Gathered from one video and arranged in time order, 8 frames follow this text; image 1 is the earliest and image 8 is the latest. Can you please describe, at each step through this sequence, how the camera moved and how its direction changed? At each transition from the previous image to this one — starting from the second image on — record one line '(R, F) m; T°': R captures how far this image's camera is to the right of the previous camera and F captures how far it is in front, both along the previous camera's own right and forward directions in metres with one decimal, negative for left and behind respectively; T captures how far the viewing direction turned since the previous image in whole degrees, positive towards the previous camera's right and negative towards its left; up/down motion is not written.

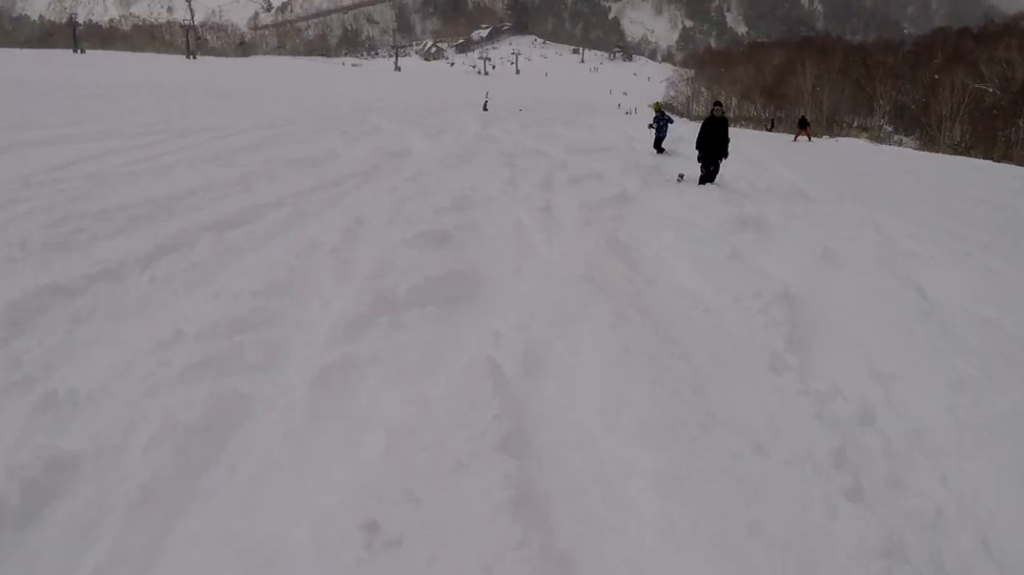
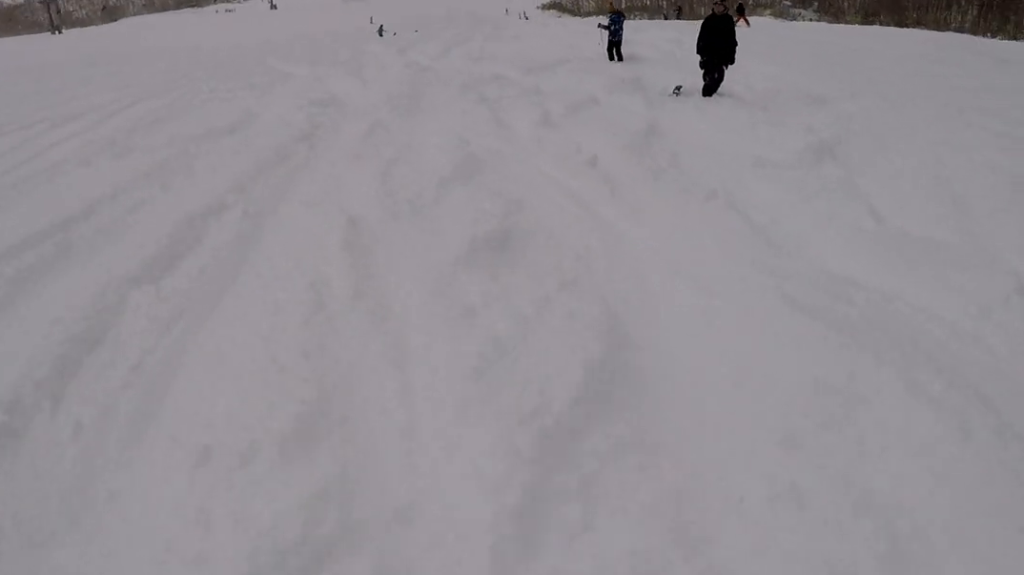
(0.0, +2.4) m; +10°
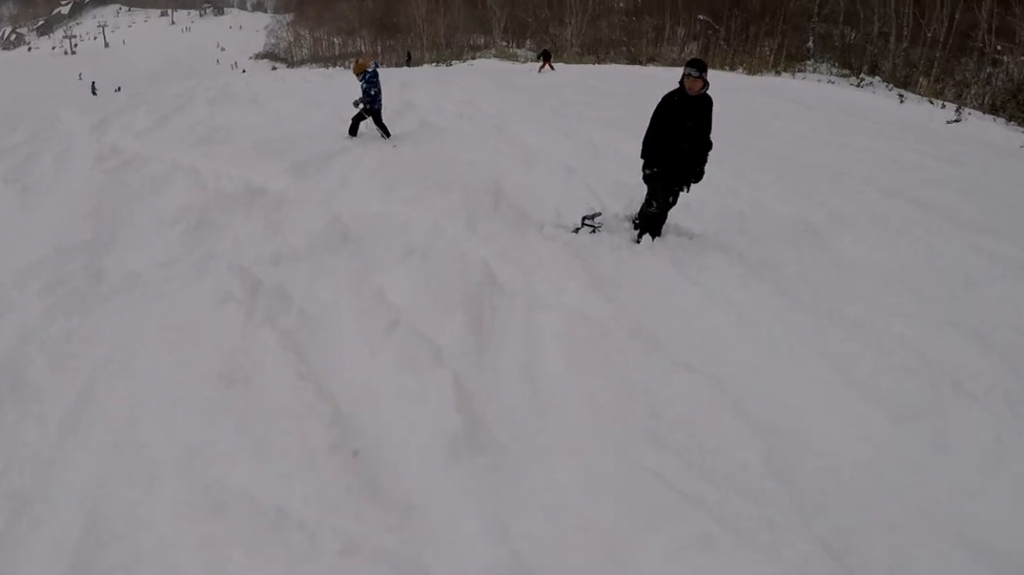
(+1.2, +5.8) m; +7°
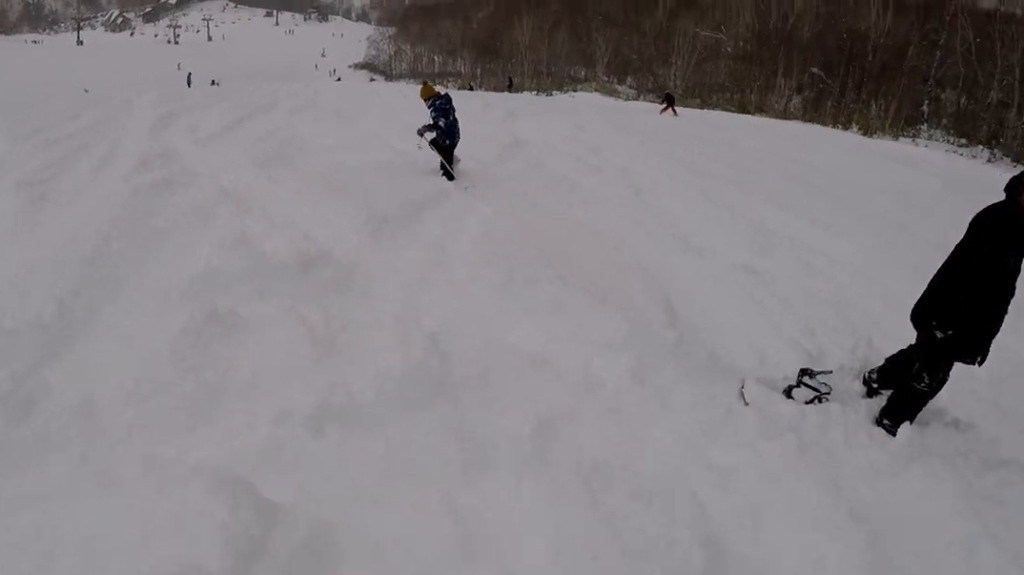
(-0.1, +2.3) m; -14°
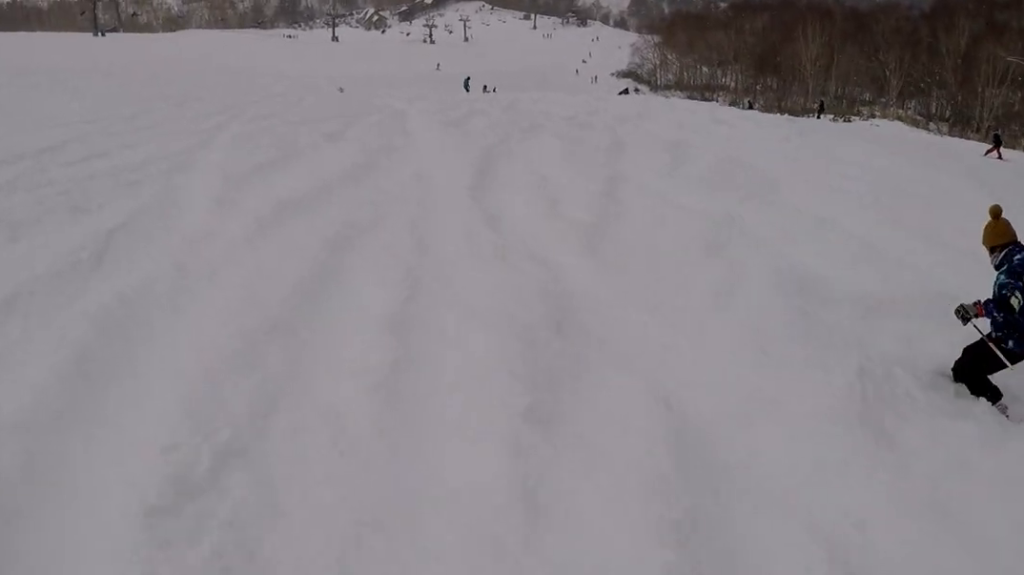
(-1.6, +5.2) m; -5°
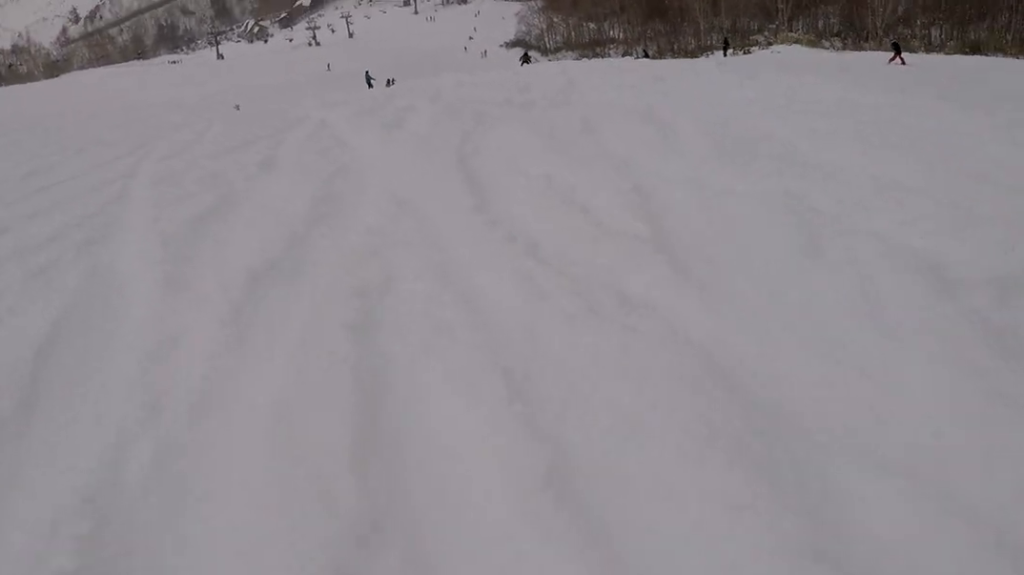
(+0.4, +1.9) m; +15°
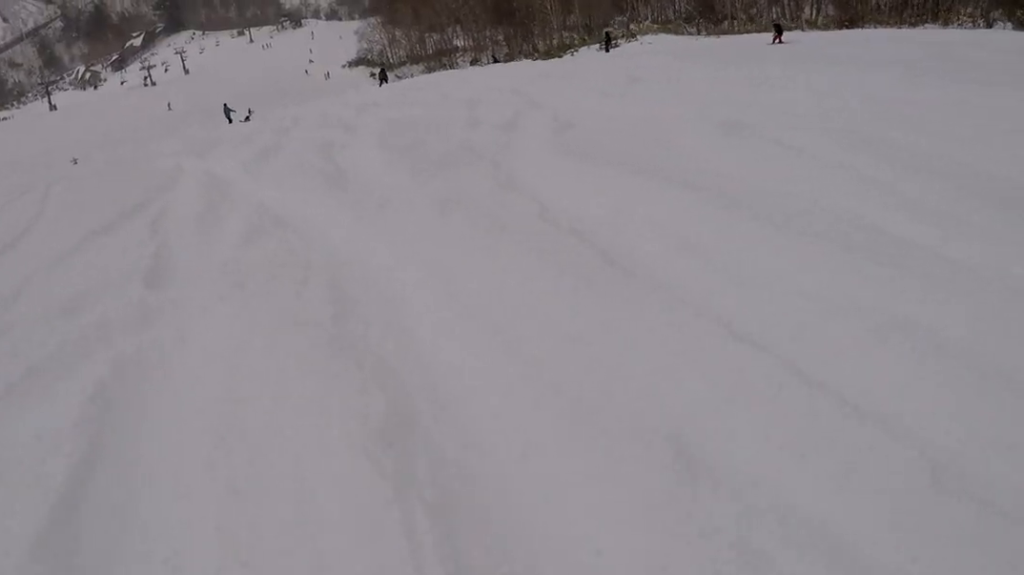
(+1.6, +5.1) m; +36°
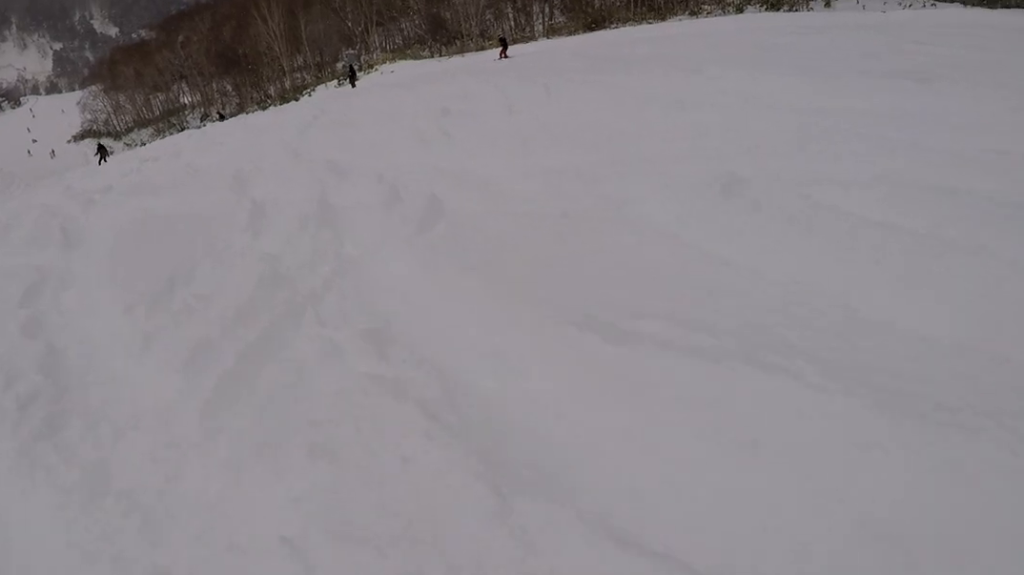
(+1.1, +4.1) m; +14°
